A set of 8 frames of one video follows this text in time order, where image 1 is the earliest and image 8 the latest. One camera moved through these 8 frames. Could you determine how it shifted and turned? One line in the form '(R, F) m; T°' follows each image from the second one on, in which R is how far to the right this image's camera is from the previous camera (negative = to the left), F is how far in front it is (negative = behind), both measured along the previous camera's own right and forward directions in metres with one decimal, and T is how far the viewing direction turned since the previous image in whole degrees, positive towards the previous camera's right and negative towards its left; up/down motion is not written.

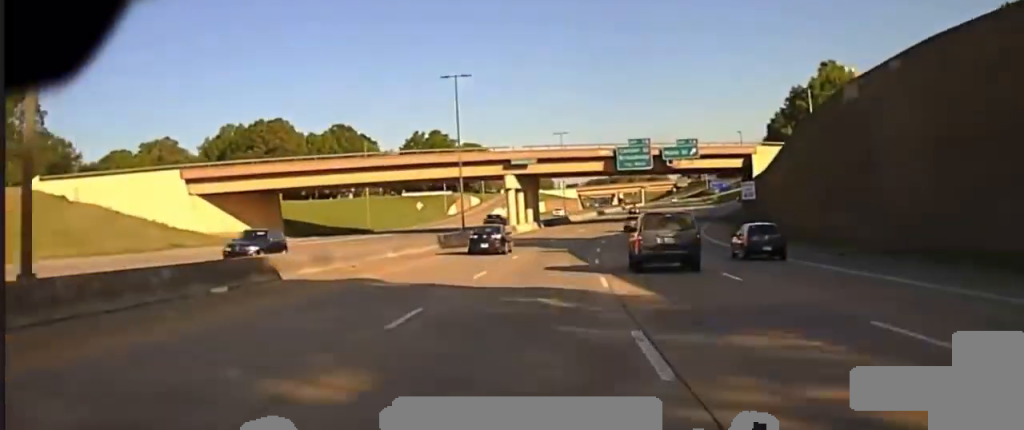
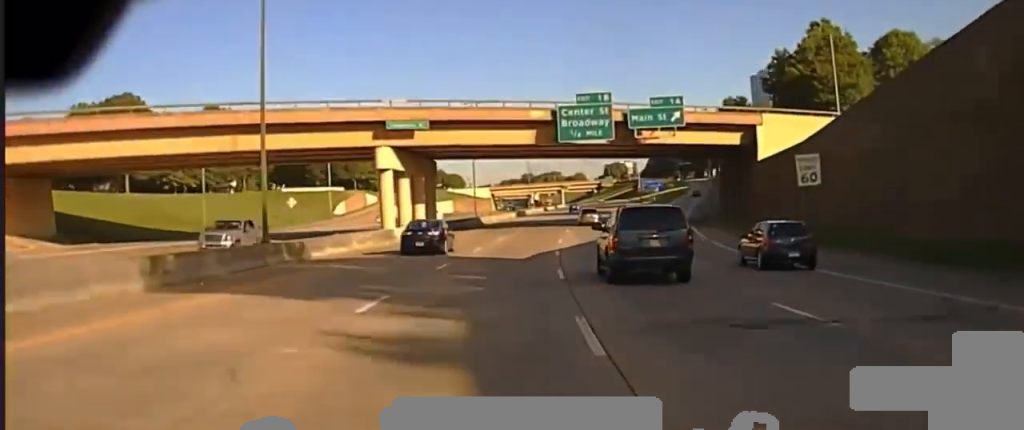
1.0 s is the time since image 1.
(+1.8, +39.1) m; +7°
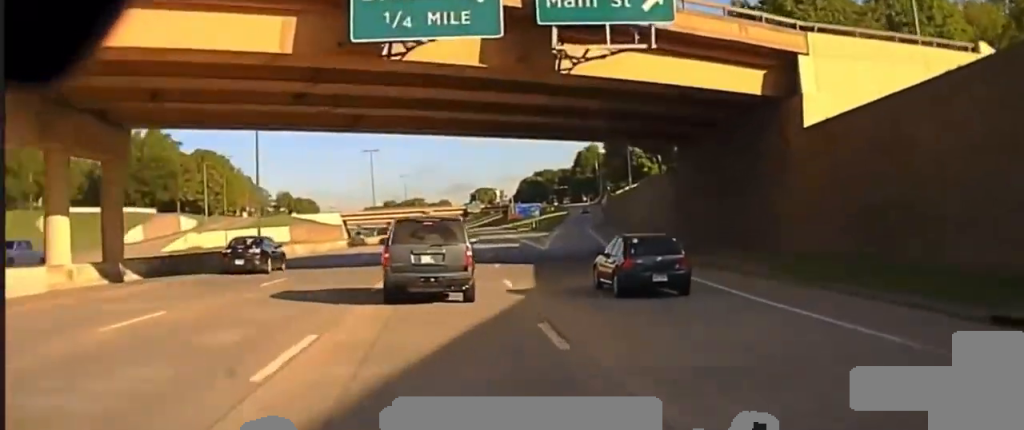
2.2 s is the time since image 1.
(+3.3, +39.3) m; +9°
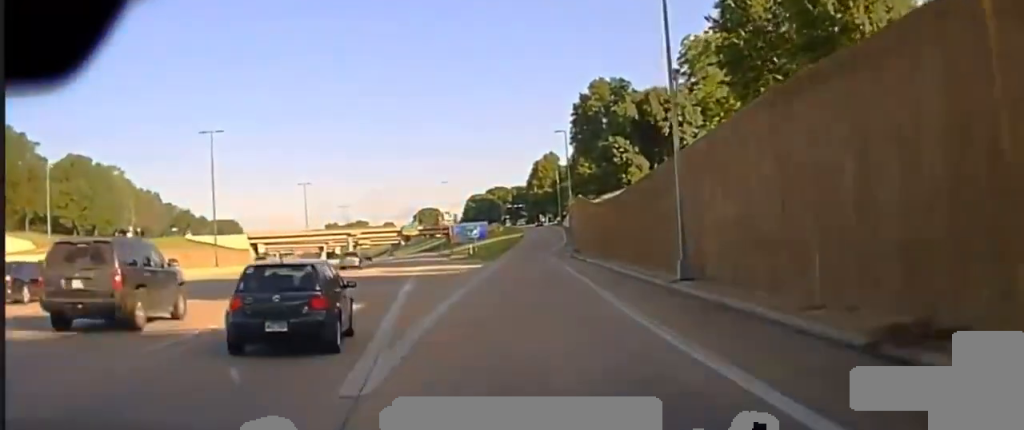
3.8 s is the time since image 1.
(+2.1, +41.9) m; +4°
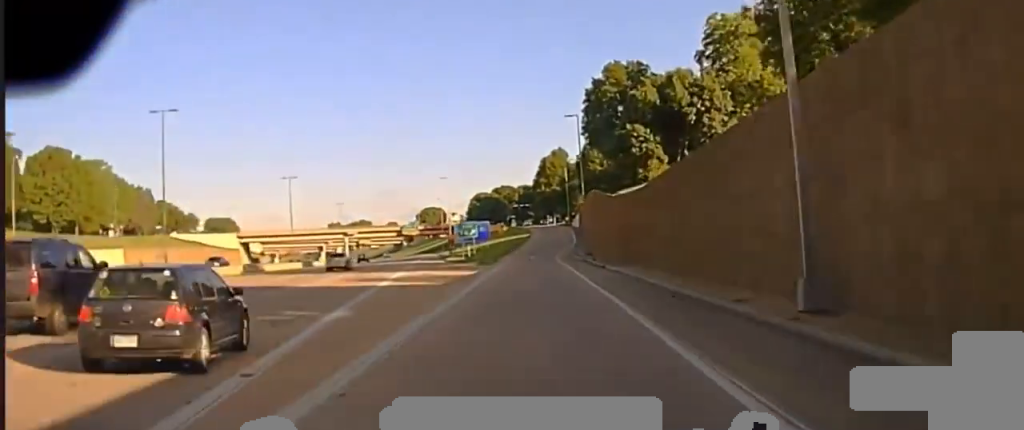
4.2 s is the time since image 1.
(+0.2, +10.3) m; 0°
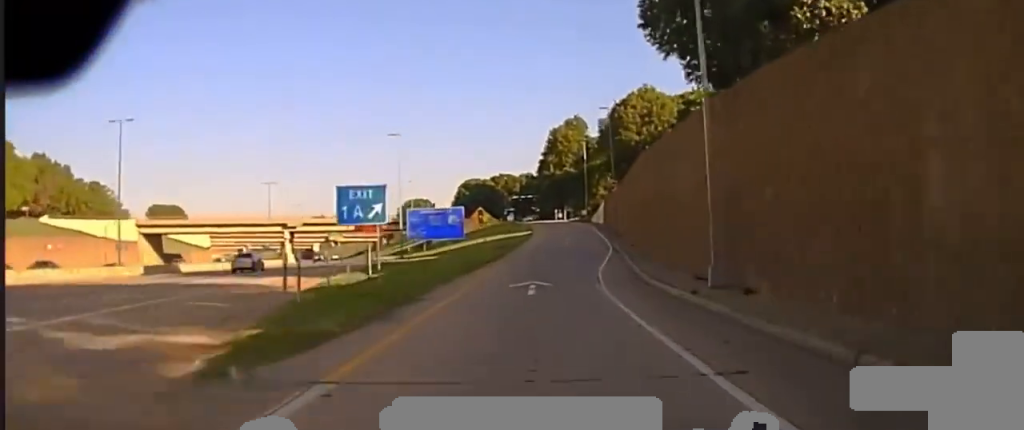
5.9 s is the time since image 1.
(-1.5, +47.6) m; -3°
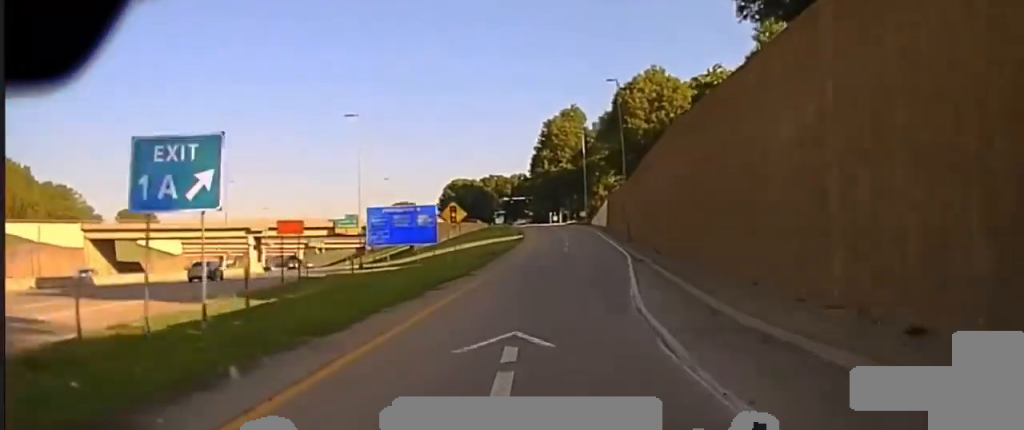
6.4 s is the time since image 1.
(-0.2, +15.7) m; 0°
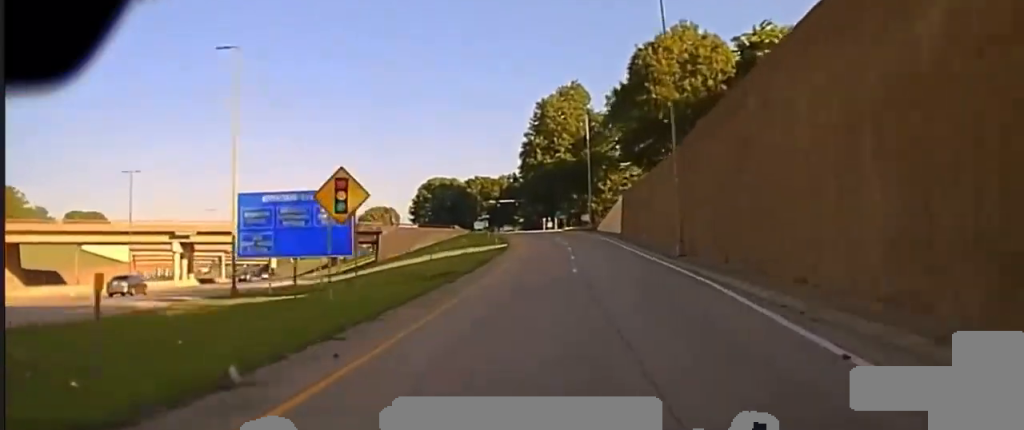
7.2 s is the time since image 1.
(0.0, +27.2) m; +1°
